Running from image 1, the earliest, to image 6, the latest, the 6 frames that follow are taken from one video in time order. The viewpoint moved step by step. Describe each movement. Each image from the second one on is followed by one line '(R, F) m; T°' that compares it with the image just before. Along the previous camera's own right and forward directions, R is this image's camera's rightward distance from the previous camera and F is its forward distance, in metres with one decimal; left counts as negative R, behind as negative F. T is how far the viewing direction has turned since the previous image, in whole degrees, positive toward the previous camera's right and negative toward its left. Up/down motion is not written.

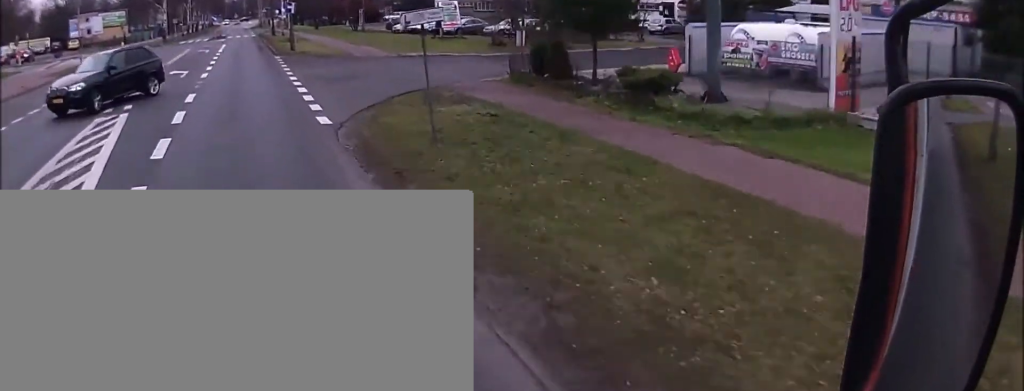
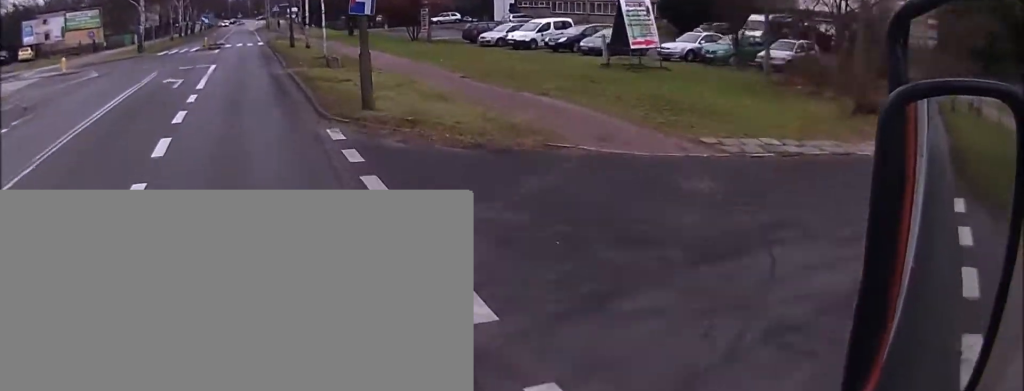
(-0.4, +23.1) m; -2°
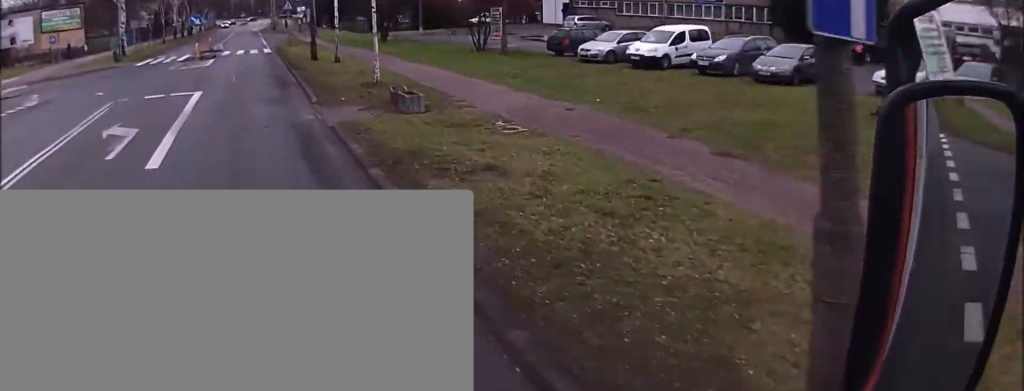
(0.0, +13.1) m; 0°
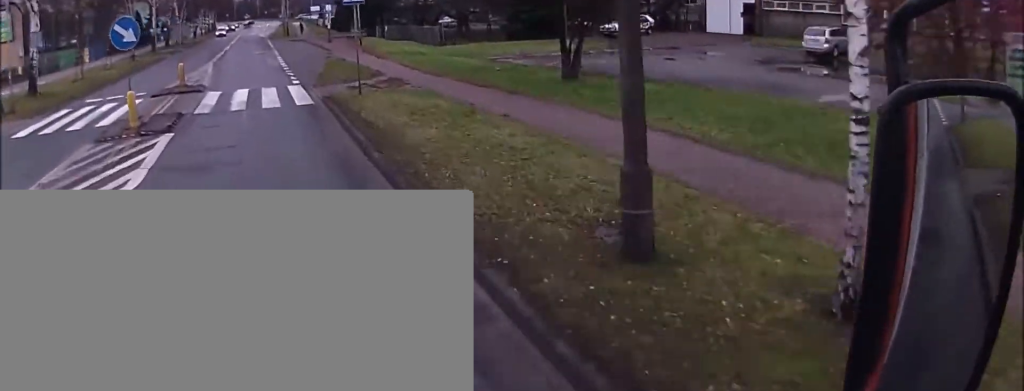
(-0.2, +24.9) m; -2°
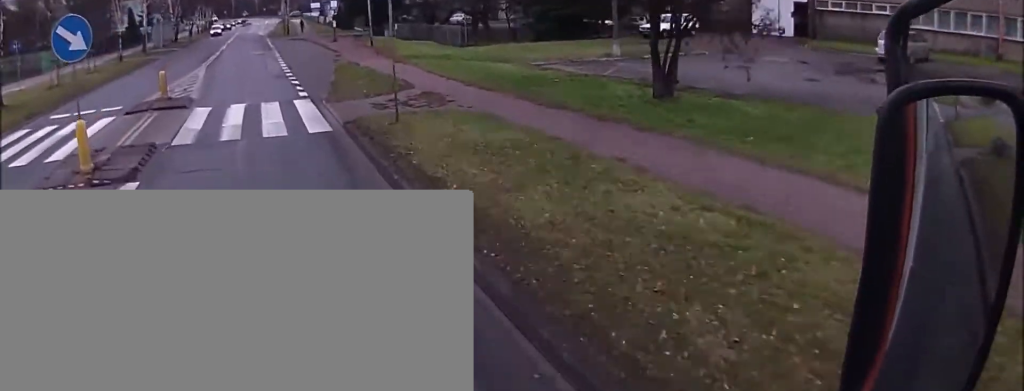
(0.0, +4.5) m; -1°
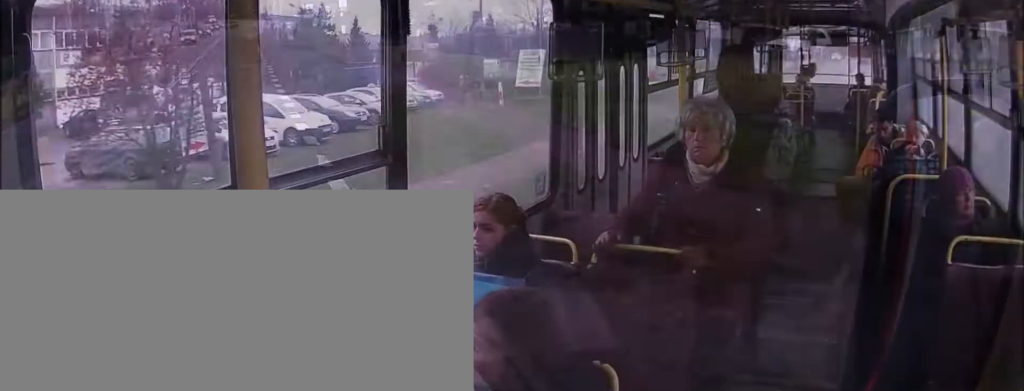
(0.0, +11.3) m; +1°
